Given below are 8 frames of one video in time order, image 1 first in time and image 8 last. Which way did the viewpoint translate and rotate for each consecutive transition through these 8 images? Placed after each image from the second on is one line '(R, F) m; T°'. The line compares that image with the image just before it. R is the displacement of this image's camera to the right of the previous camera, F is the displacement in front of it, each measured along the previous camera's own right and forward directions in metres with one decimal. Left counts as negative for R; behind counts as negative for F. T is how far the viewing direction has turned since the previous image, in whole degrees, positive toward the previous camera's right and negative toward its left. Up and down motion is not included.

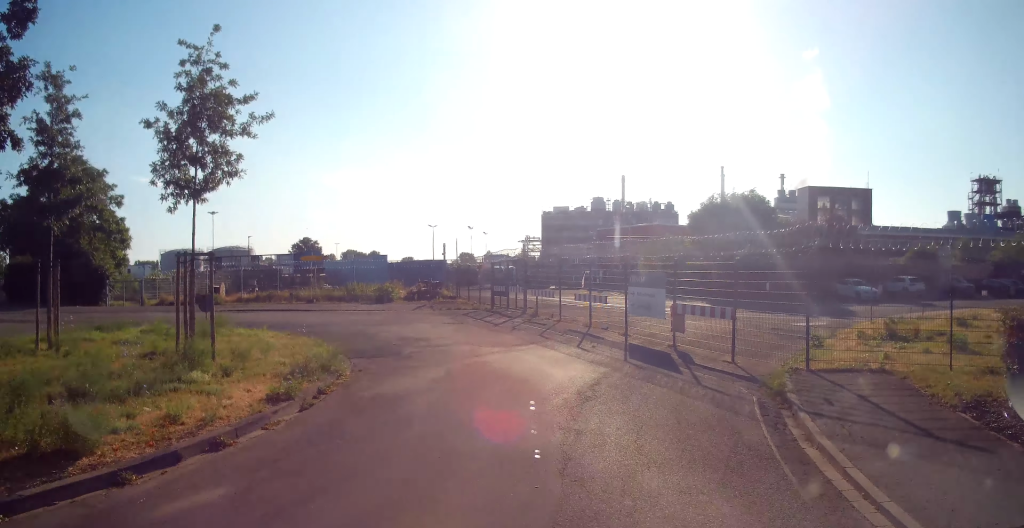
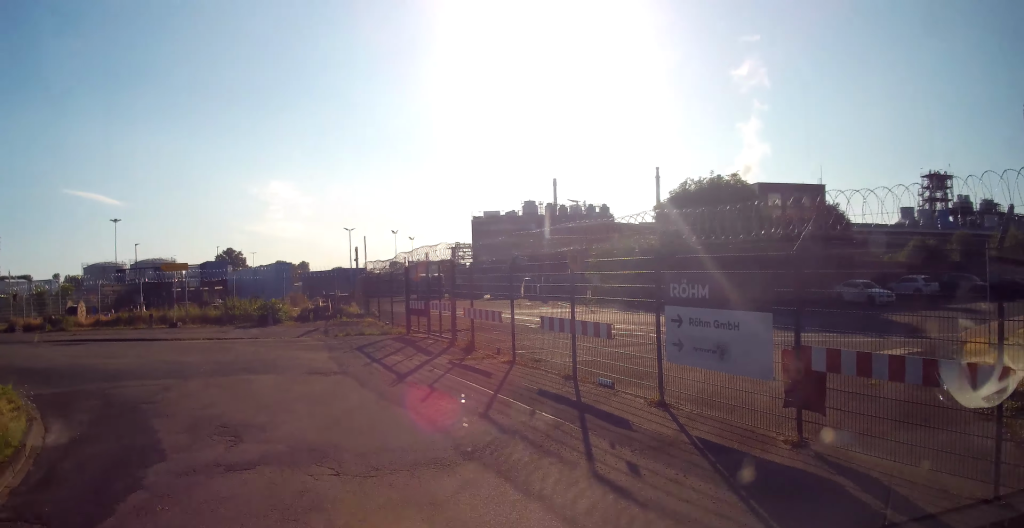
(+0.9, +9.9) m; +1°
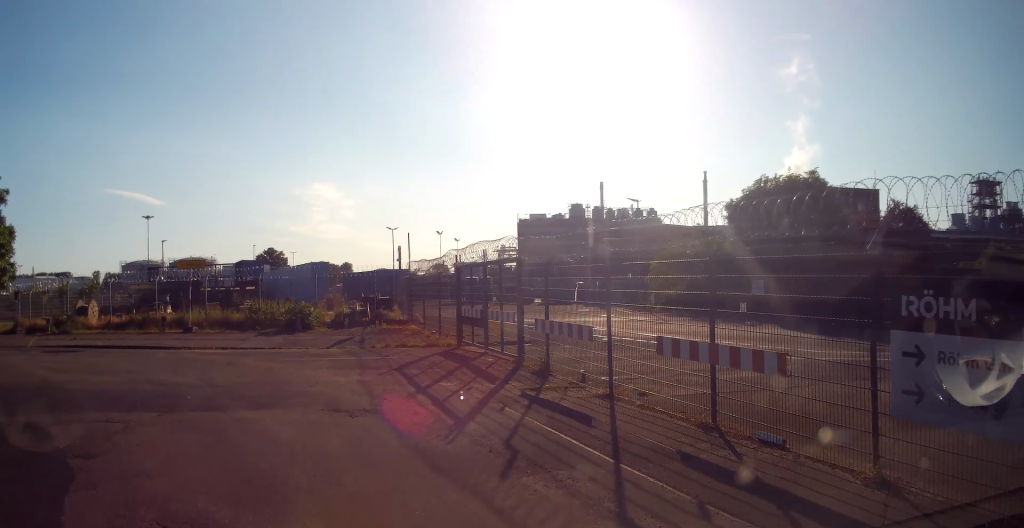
(-0.3, +4.1) m; -2°
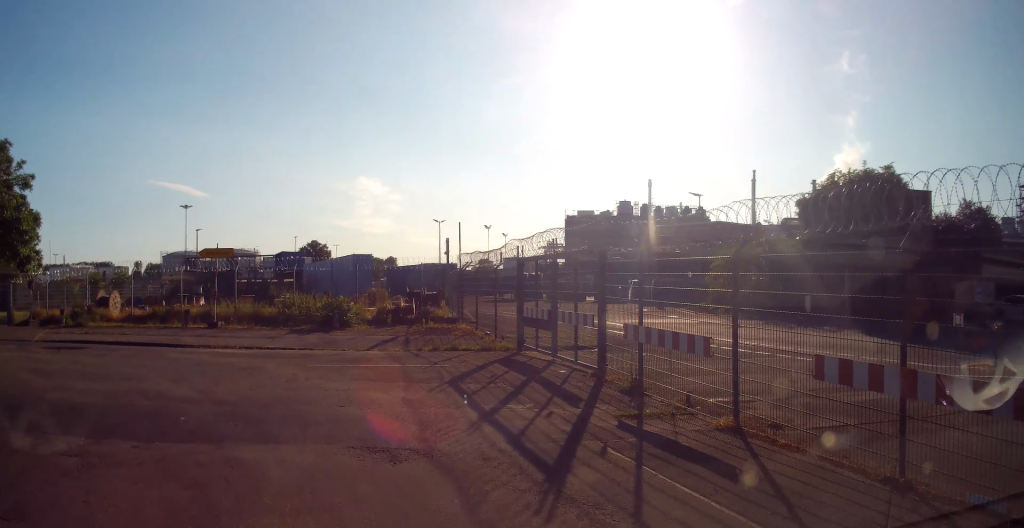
(0.0, +2.8) m; -3°
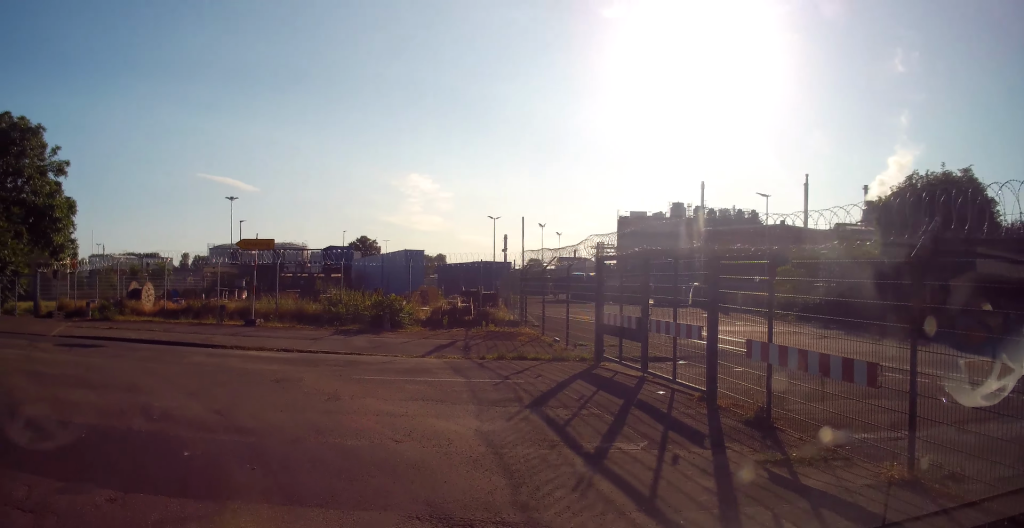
(+0.2, +2.6) m; -5°
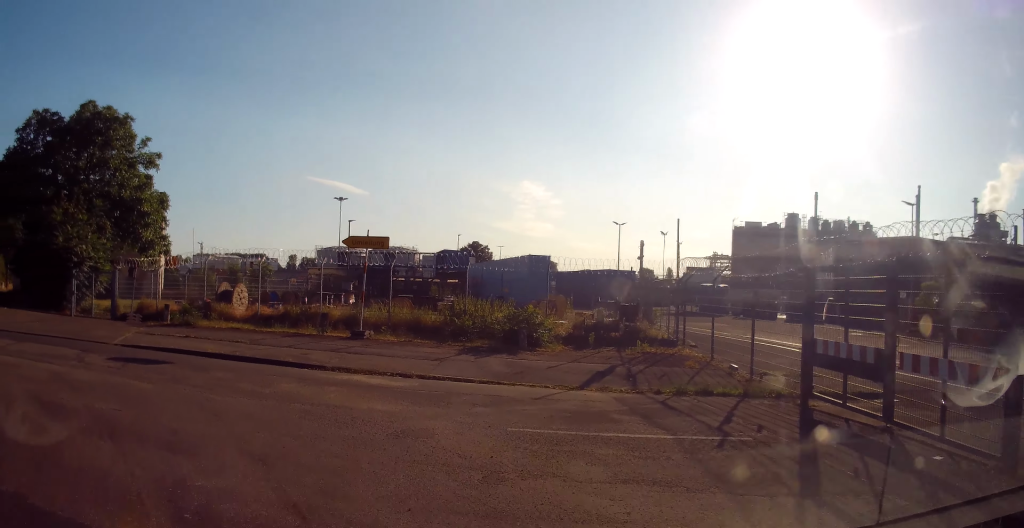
(-0.6, +3.6) m; -15°
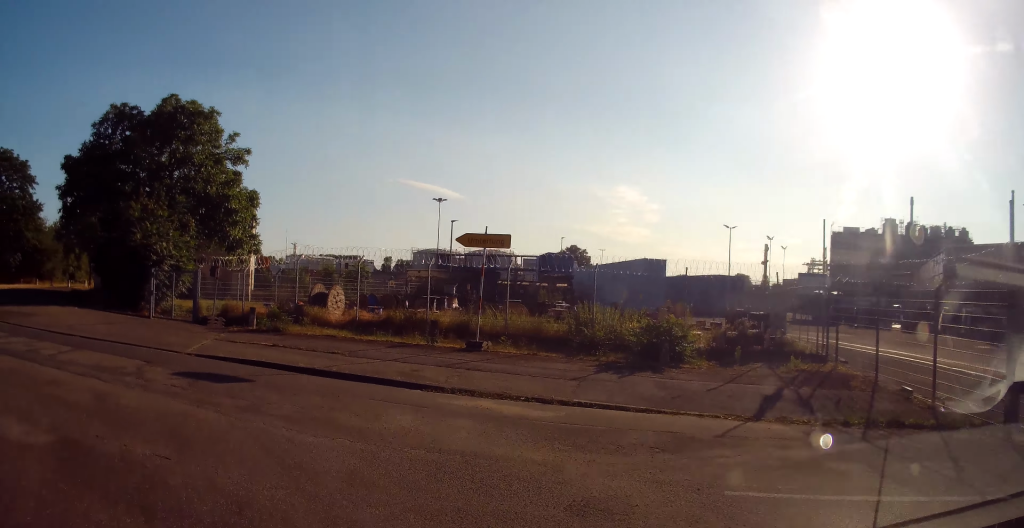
(-0.2, +2.3) m; -6°
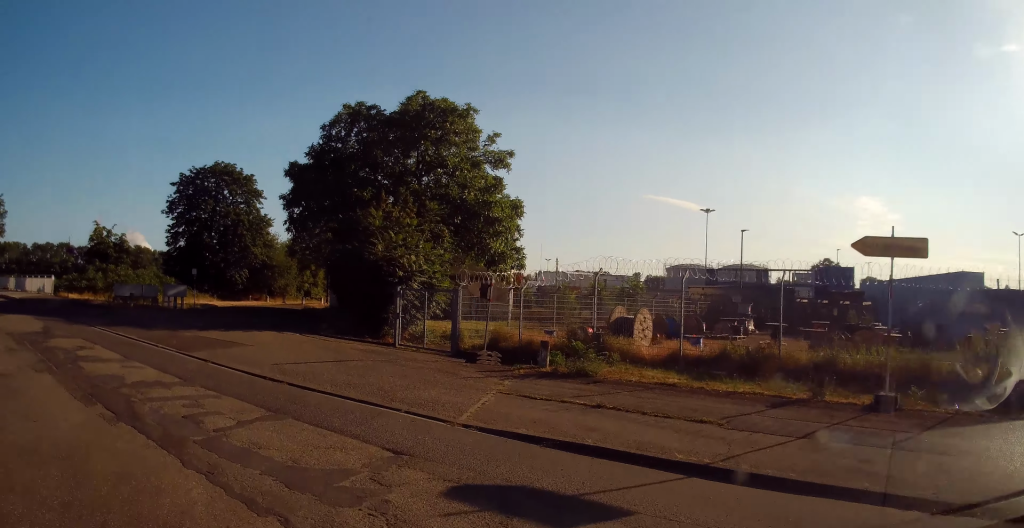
(-0.8, +5.3) m; -22°
